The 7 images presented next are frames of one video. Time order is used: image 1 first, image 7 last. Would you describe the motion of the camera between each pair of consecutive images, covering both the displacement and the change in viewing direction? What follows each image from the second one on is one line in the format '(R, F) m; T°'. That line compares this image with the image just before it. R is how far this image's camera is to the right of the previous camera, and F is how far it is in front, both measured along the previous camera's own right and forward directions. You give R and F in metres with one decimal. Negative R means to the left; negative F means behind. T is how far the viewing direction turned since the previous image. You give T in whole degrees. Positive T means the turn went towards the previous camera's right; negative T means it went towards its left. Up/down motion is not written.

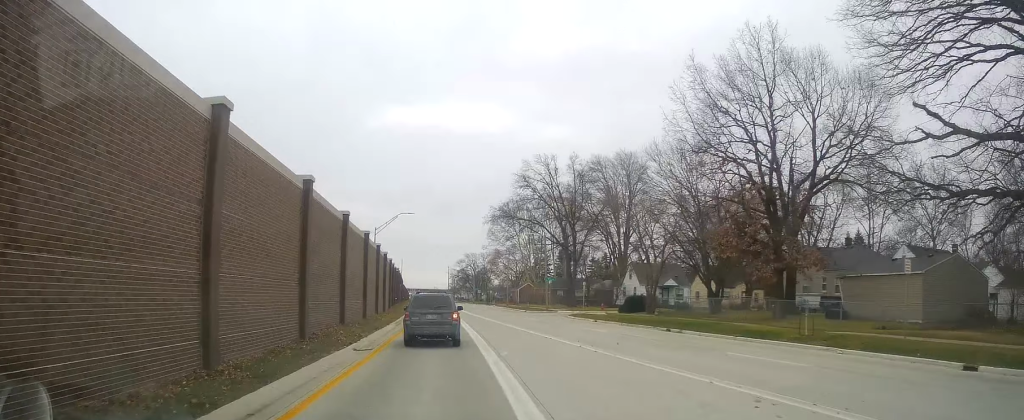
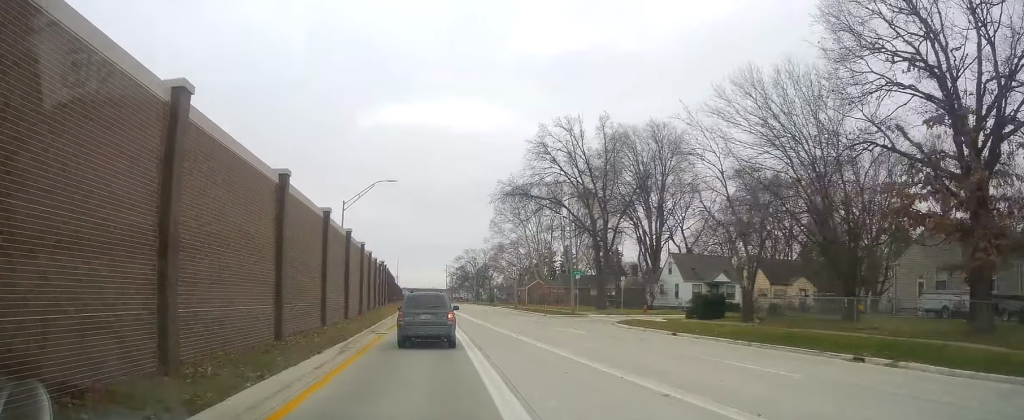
(+0.2, +17.4) m; 0°
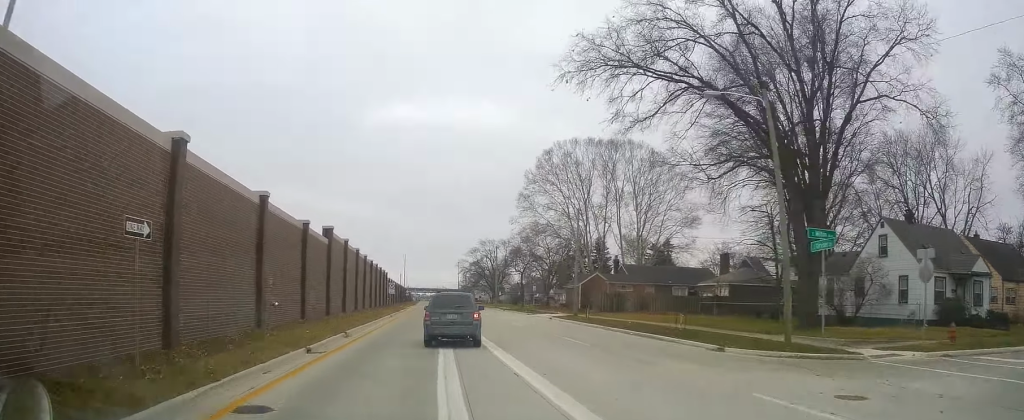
(-0.4, +37.9) m; -1°
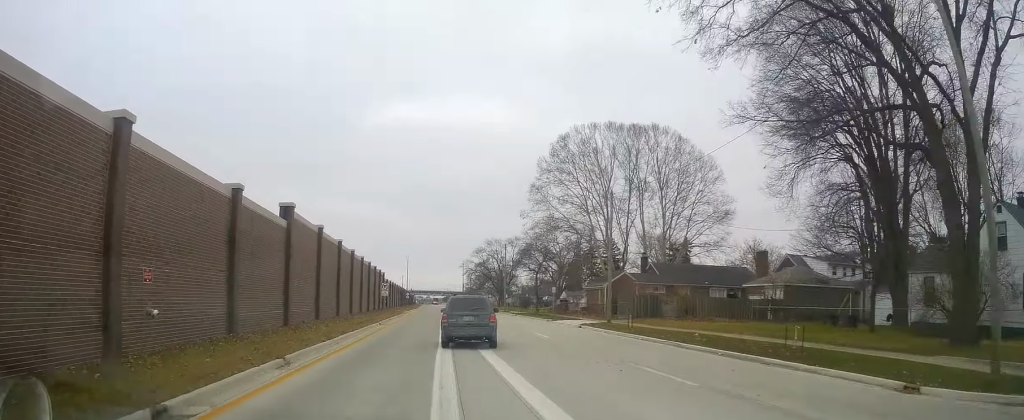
(-0.2, +10.3) m; -1°
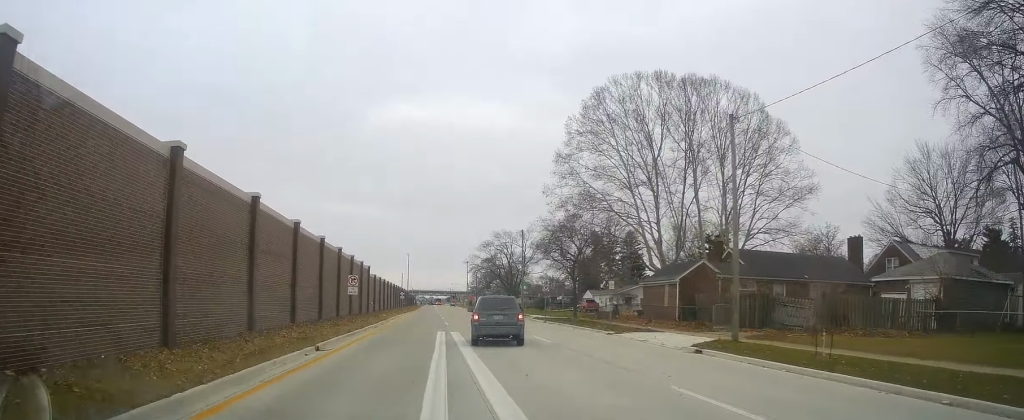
(-0.1, +19.0) m; 0°
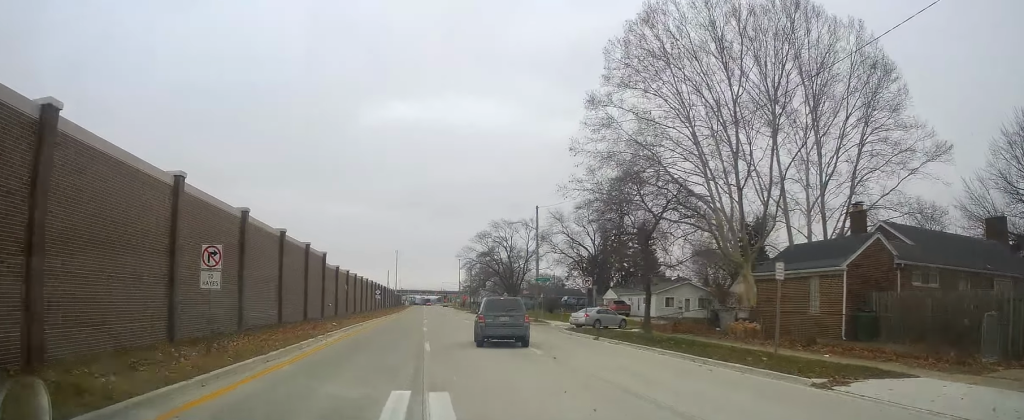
(0.0, +19.3) m; 0°
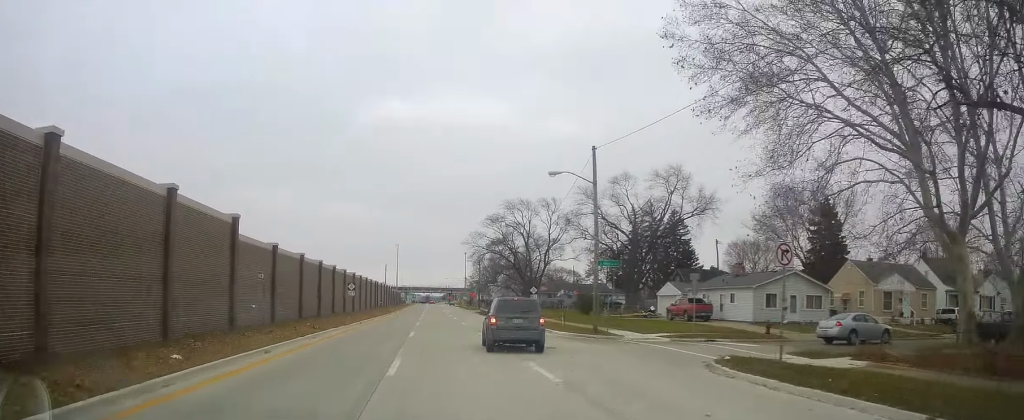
(0.0, +19.9) m; 0°
